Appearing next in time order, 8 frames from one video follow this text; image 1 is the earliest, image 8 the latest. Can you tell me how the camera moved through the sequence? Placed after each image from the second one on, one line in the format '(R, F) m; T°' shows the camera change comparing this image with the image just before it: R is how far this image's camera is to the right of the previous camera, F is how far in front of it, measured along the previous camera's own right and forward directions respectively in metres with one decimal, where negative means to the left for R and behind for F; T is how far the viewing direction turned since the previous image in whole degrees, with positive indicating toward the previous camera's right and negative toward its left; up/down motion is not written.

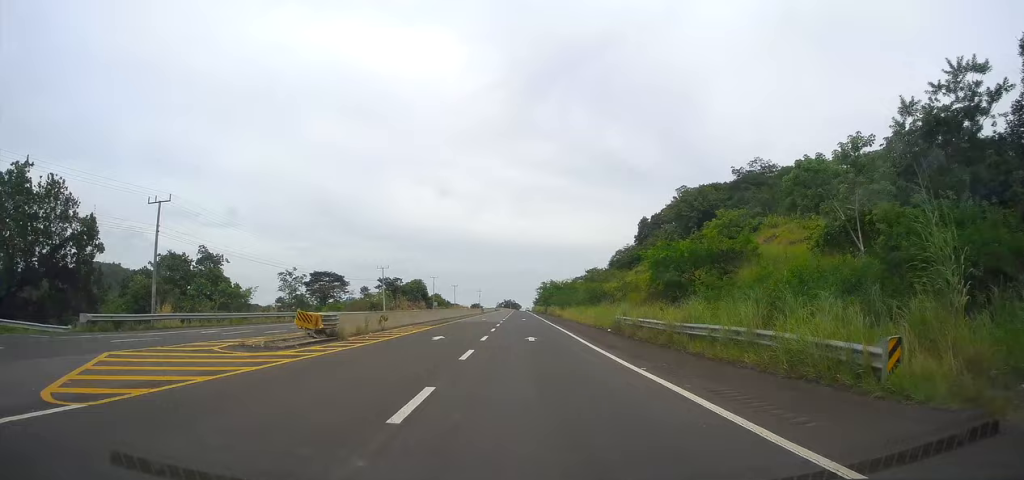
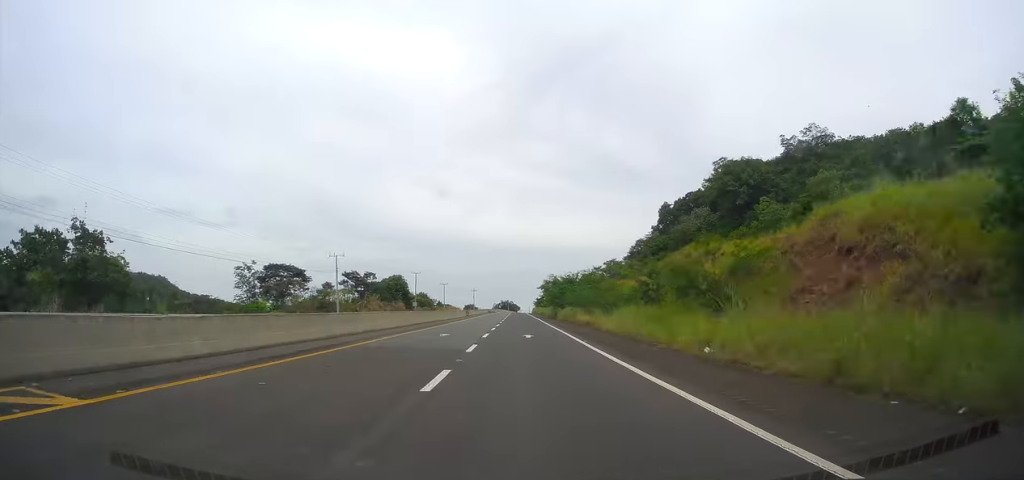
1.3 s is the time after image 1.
(+0.5, +30.0) m; +1°
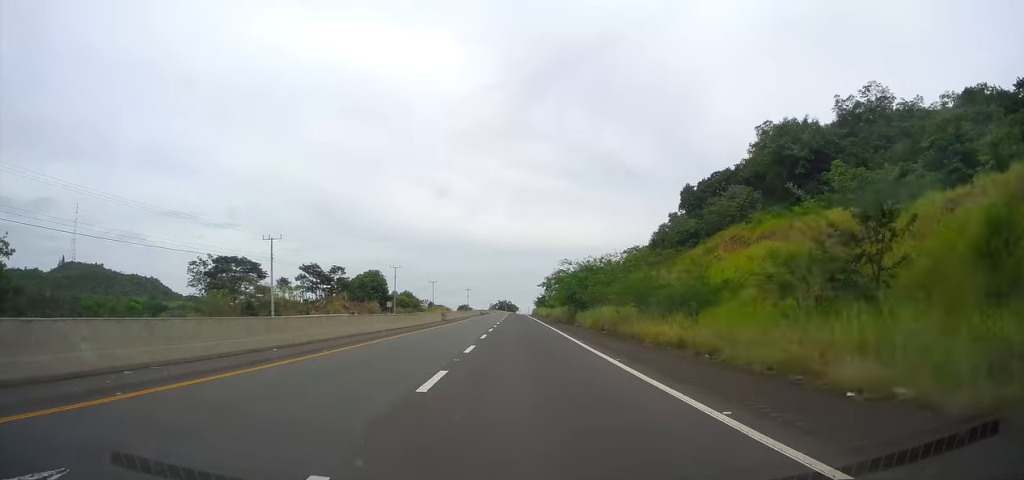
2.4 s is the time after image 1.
(-0.1, +24.3) m; 0°
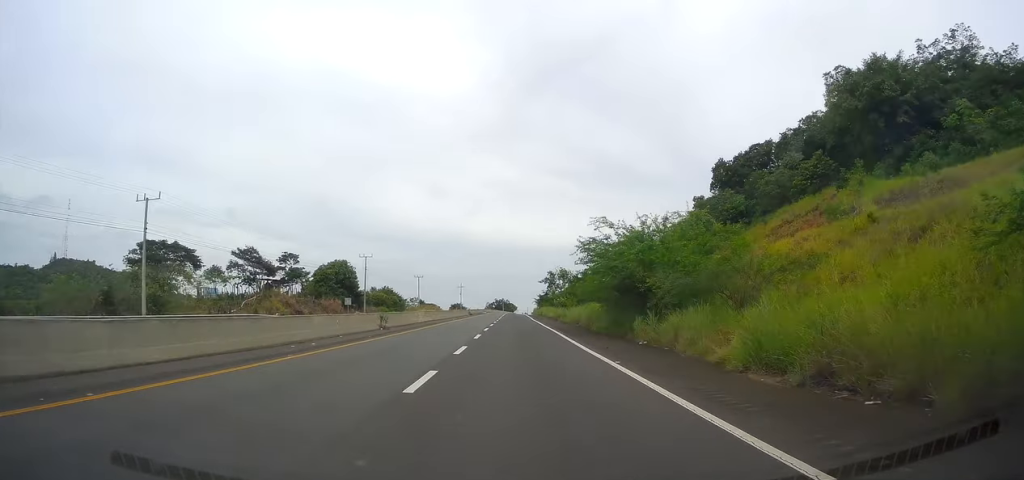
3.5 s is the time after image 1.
(-0.1, +24.2) m; 0°
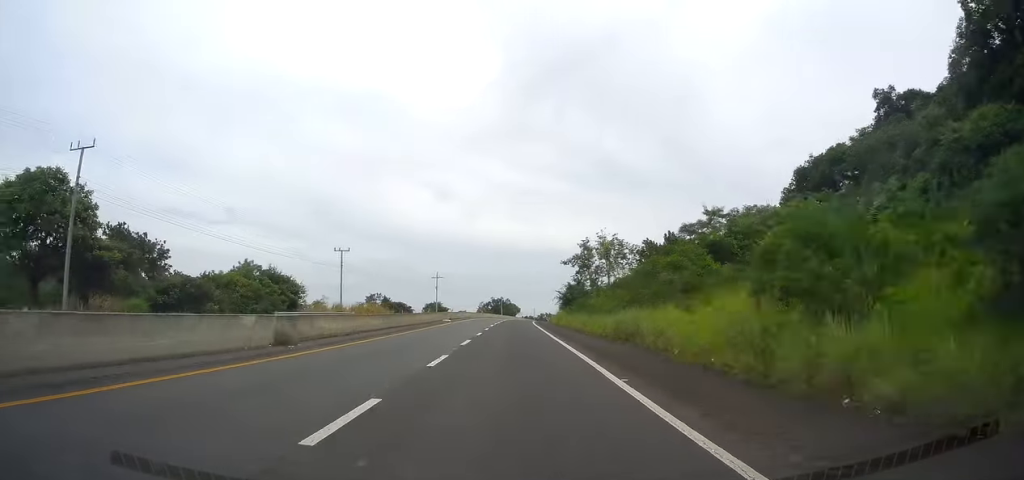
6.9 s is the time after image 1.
(-0.1, +75.7) m; 0°
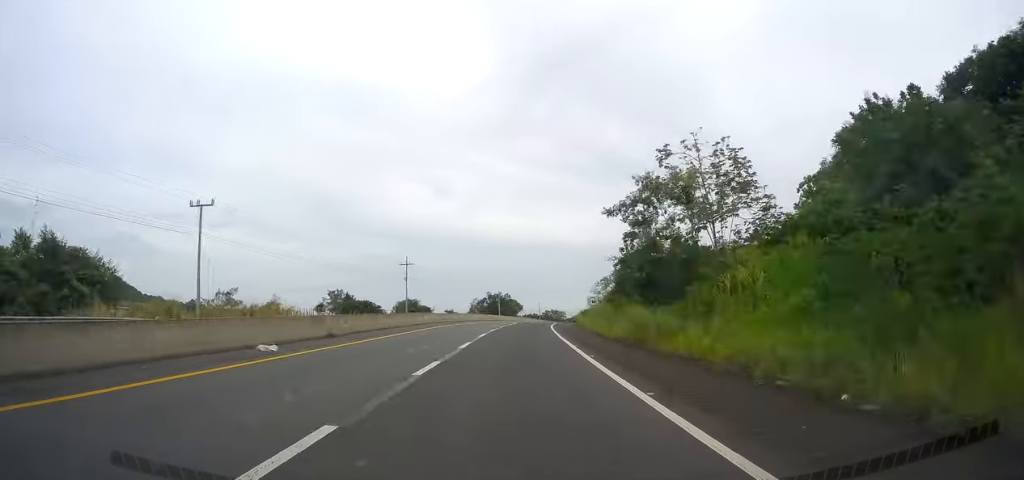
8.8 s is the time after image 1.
(+0.3, +42.2) m; 0°
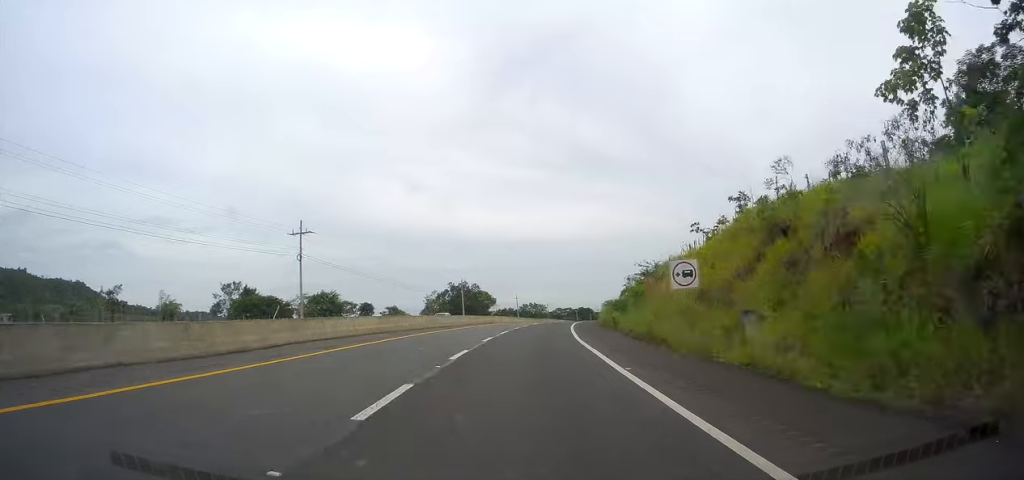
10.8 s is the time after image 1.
(-0.2, +44.0) m; +1°
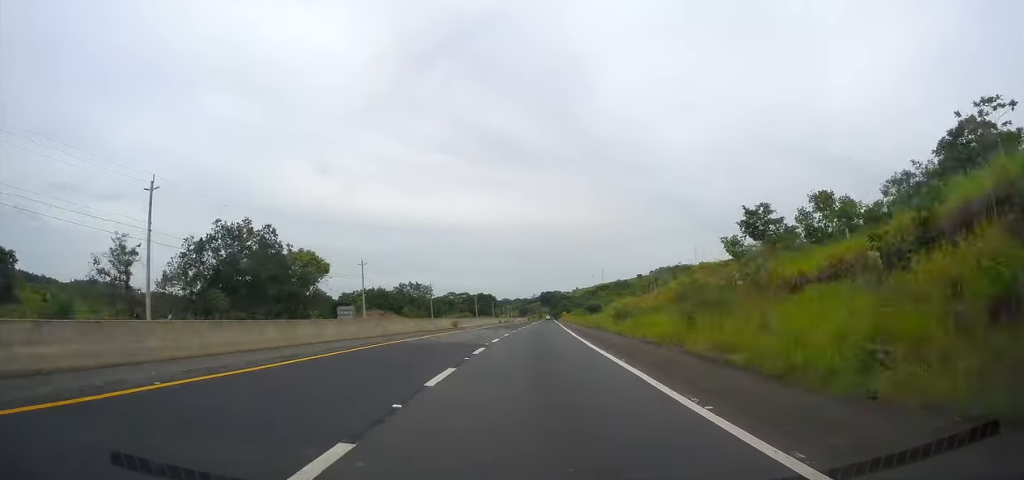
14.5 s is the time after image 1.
(+4.7, +81.4) m; +8°
